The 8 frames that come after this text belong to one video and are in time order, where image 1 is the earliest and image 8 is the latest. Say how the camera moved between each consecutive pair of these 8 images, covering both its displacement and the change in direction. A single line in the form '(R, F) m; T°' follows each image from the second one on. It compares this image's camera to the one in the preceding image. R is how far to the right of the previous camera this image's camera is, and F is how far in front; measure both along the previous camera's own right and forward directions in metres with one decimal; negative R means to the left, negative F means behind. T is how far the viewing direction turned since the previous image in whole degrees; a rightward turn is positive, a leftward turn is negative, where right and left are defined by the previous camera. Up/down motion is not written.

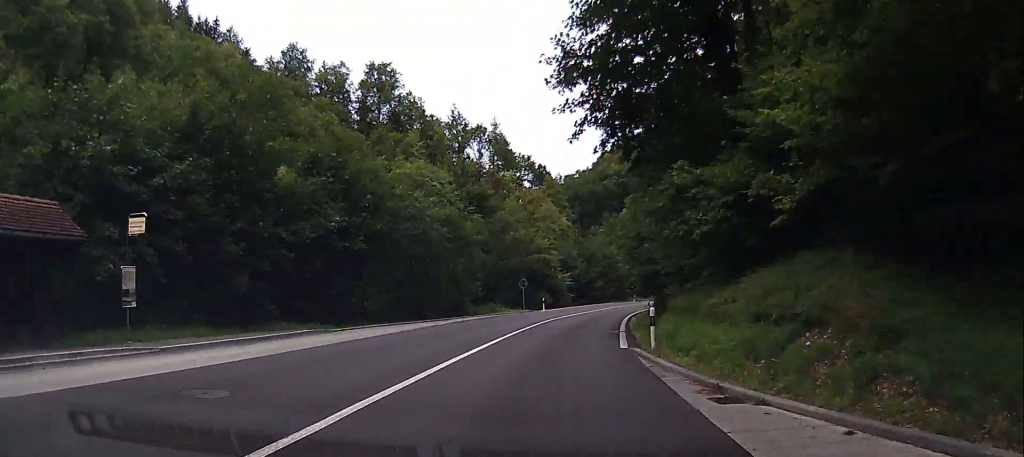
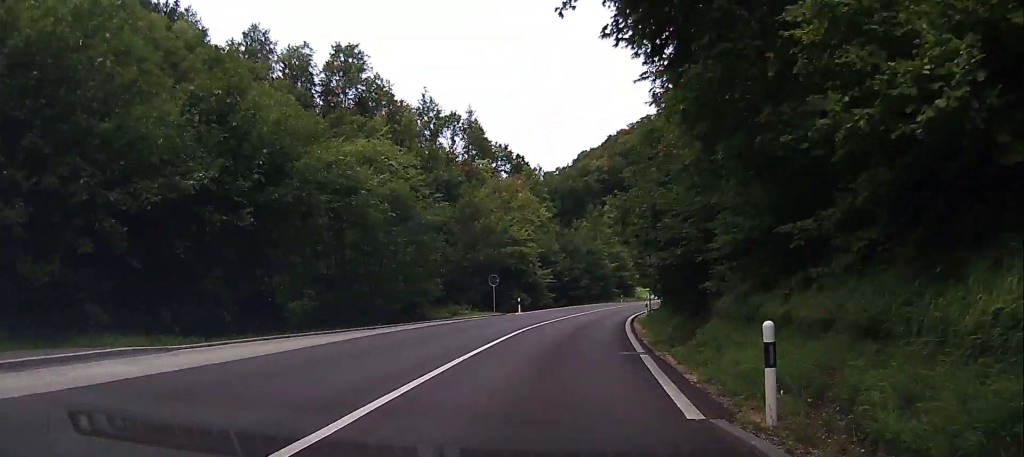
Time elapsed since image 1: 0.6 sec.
(+0.1, +9.8) m; +3°
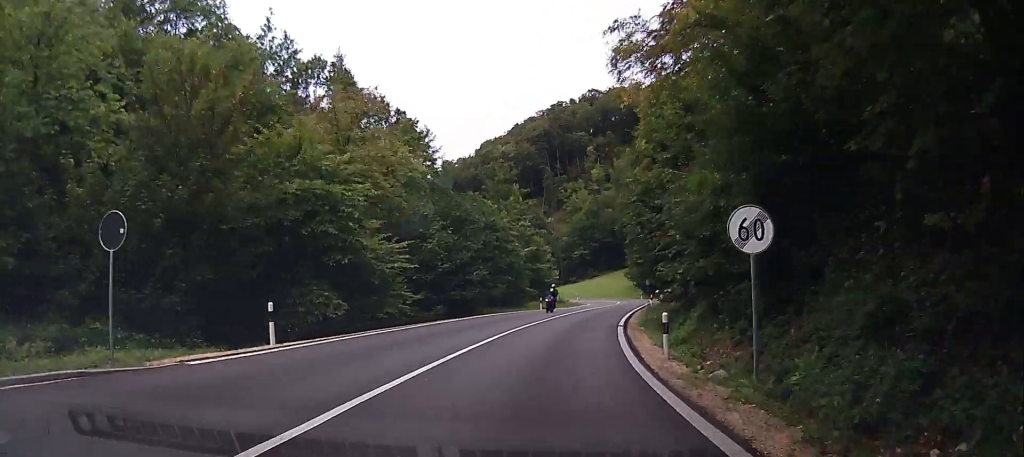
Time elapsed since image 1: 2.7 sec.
(+2.2, +33.0) m; +6°
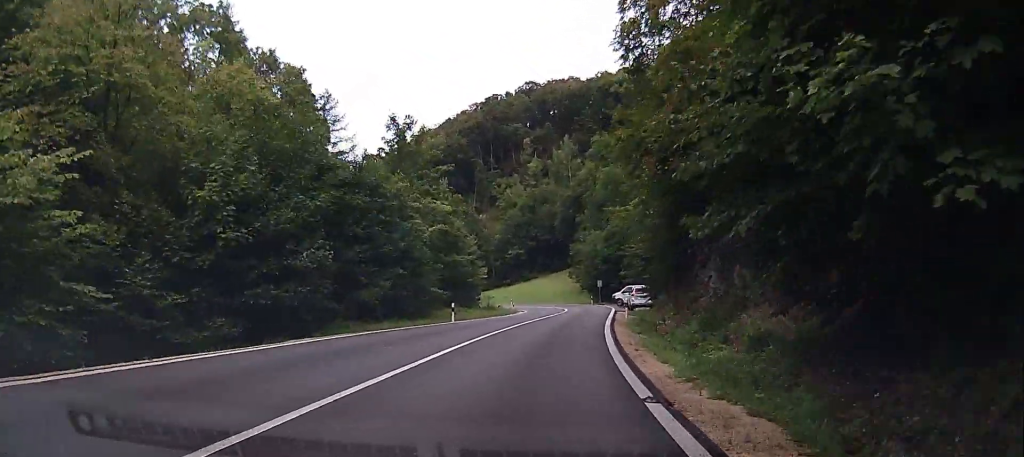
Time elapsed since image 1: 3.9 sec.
(+0.4, +20.4) m; +3°
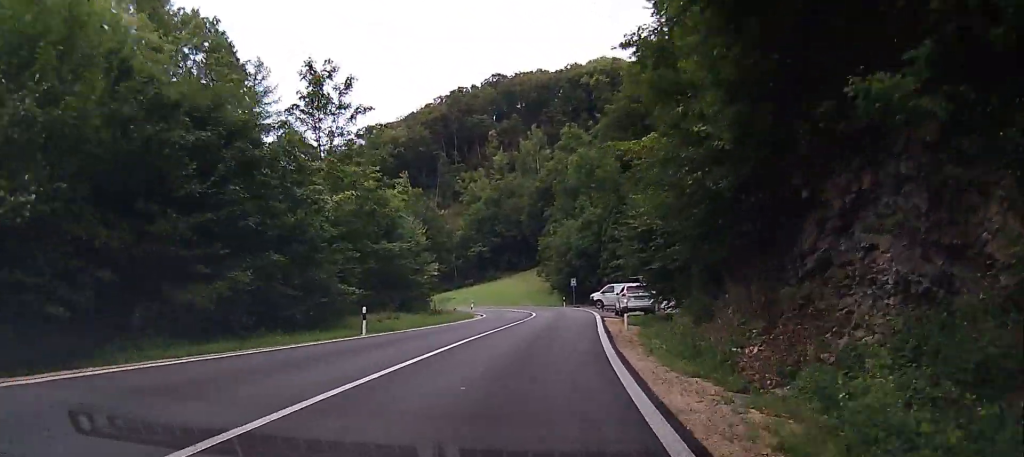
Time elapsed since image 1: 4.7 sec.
(+0.1, +12.5) m; +3°
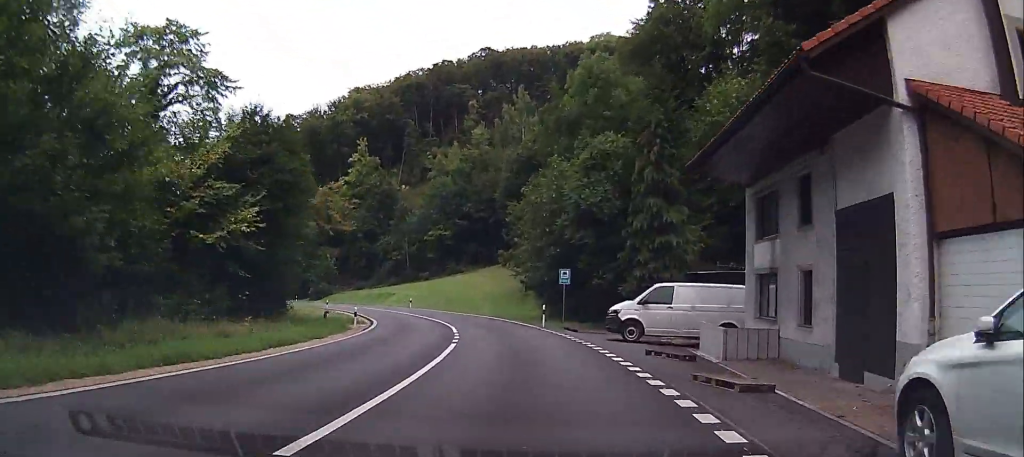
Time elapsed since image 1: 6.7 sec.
(+2.0, +35.6) m; +5°
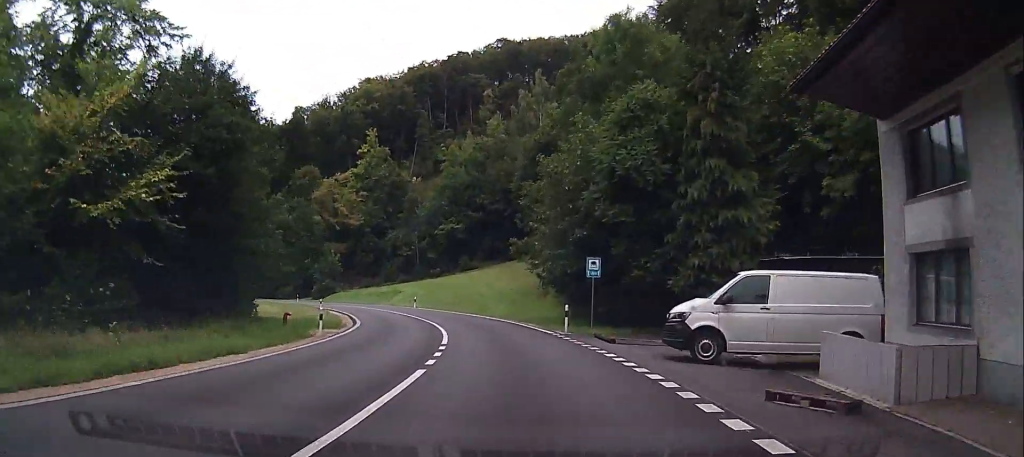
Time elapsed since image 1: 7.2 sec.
(0.0, +8.3) m; +2°
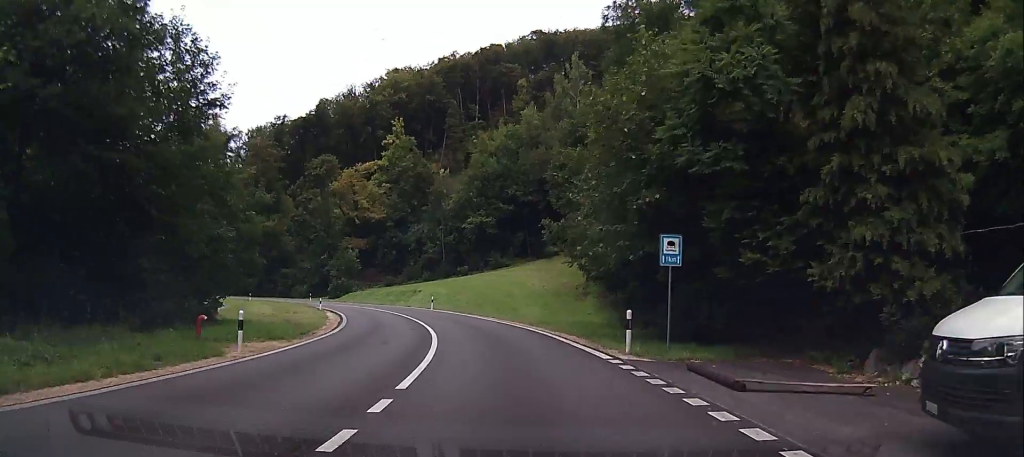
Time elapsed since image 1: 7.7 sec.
(+0.1, +9.9) m; +1°
